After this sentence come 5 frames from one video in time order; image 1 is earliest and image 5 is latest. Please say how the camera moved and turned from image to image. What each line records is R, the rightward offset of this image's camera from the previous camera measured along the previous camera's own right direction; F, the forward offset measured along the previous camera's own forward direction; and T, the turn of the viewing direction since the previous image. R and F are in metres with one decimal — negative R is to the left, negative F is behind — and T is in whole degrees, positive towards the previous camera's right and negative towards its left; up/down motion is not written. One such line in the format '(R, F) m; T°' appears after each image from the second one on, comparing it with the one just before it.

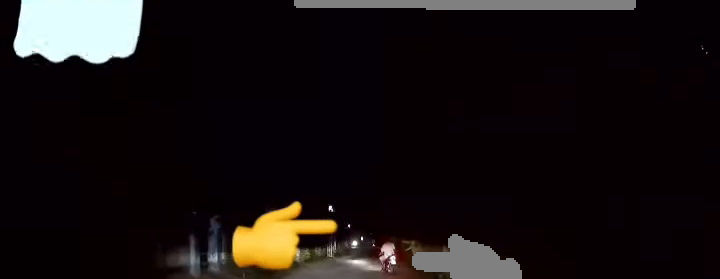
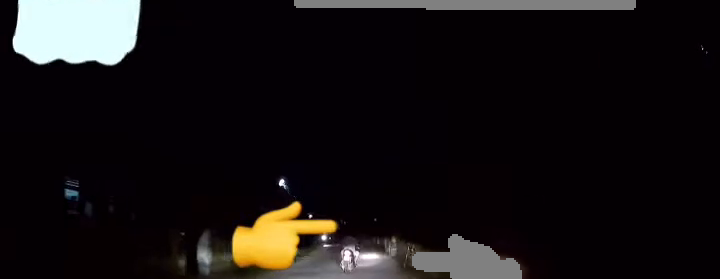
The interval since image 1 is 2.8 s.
(+0.7, +11.7) m; +6°
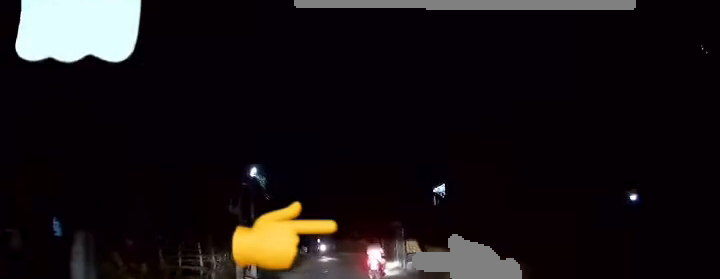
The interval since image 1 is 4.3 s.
(-0.2, +6.3) m; 0°
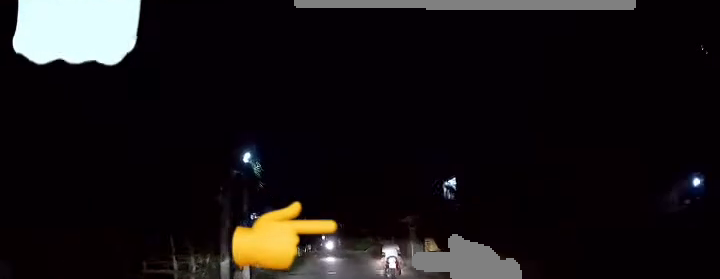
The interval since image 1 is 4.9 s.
(0.0, +2.5) m; +1°
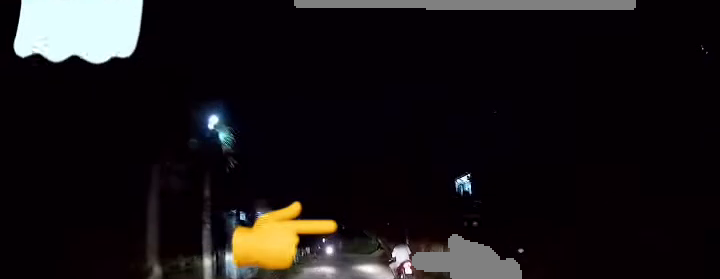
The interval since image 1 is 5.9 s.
(+0.1, +4.4) m; +1°
